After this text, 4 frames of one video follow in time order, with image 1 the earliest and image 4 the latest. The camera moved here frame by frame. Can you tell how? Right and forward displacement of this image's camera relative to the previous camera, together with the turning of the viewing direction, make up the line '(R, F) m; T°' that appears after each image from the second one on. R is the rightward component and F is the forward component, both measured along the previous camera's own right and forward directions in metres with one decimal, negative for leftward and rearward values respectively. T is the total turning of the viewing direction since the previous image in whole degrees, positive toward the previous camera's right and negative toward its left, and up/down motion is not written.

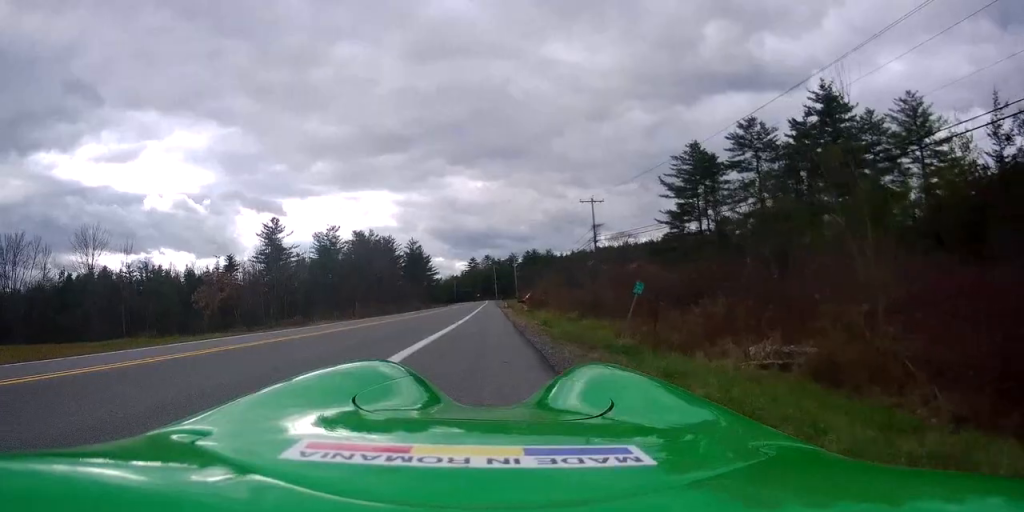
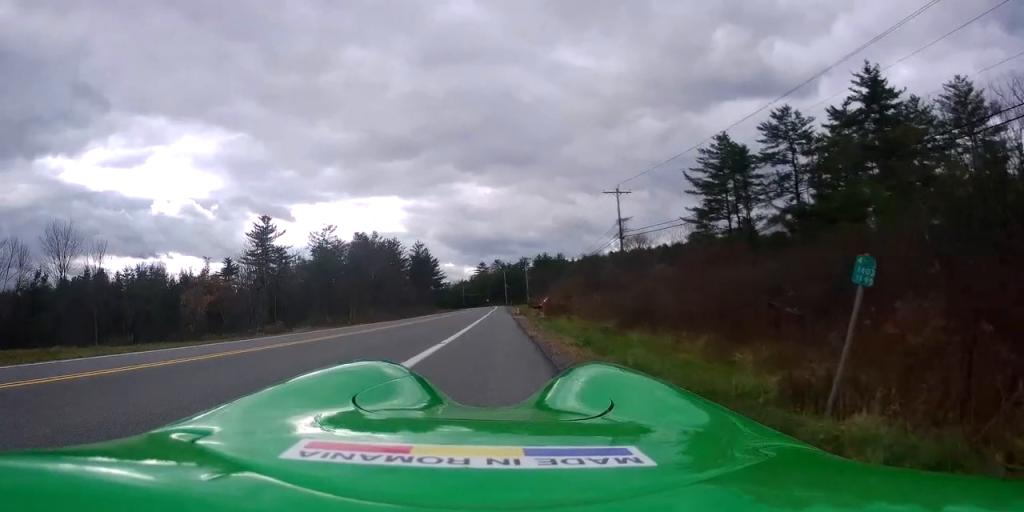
(0.0, +7.5) m; 0°
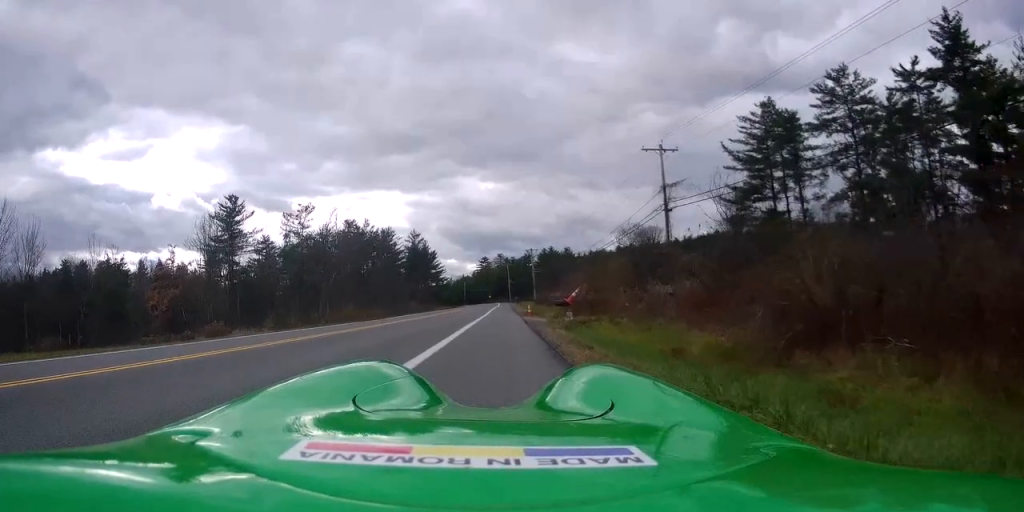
(-0.3, +13.0) m; -1°
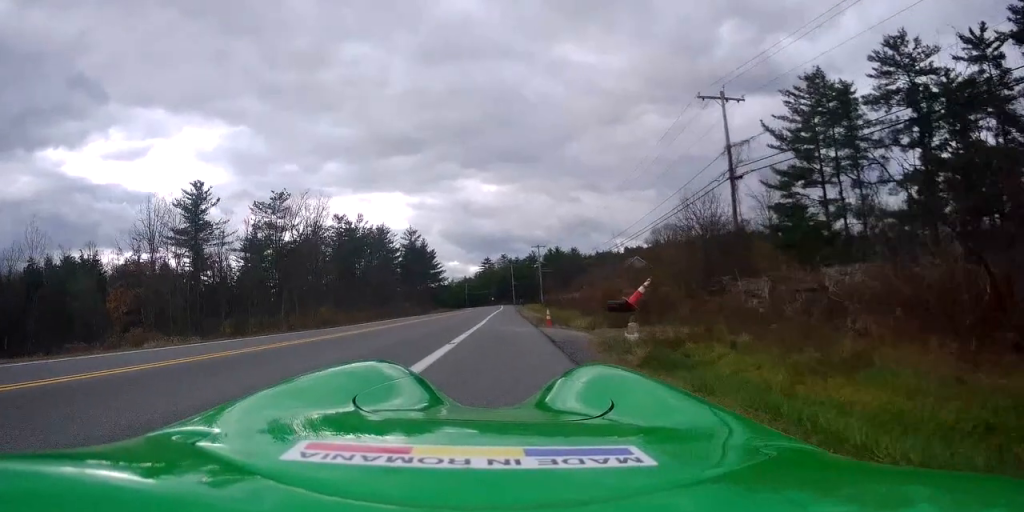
(+0.2, +10.5) m; -3°
